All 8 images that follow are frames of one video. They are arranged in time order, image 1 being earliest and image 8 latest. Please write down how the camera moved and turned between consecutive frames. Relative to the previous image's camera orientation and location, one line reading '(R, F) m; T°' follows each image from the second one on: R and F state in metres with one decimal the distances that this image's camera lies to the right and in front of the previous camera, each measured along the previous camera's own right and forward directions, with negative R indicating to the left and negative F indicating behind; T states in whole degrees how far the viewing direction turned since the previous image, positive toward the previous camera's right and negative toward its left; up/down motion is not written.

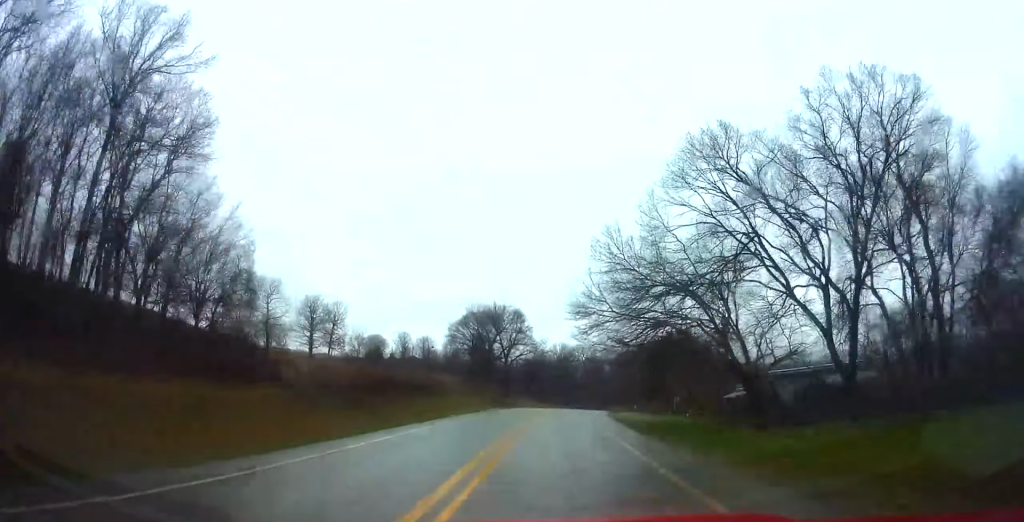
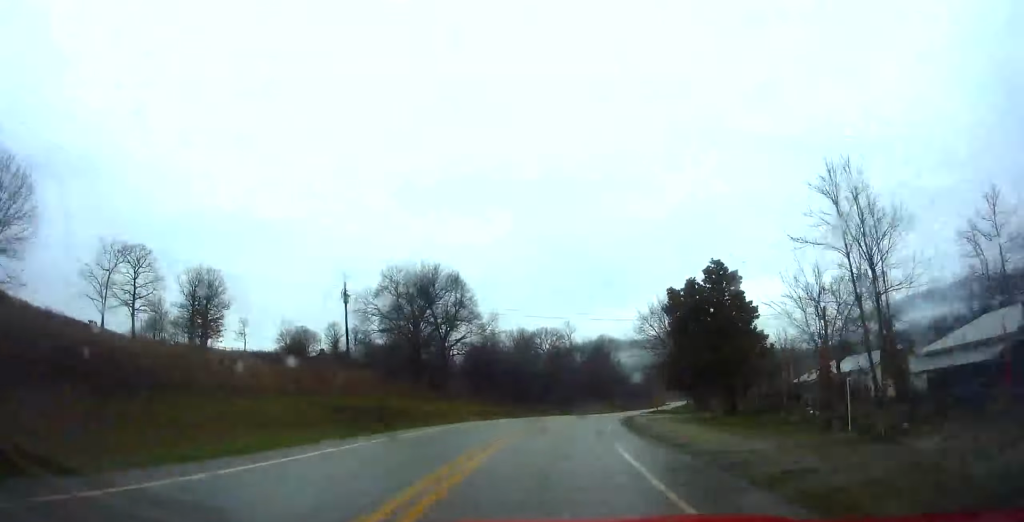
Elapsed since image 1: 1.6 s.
(-0.4, +40.7) m; +3°
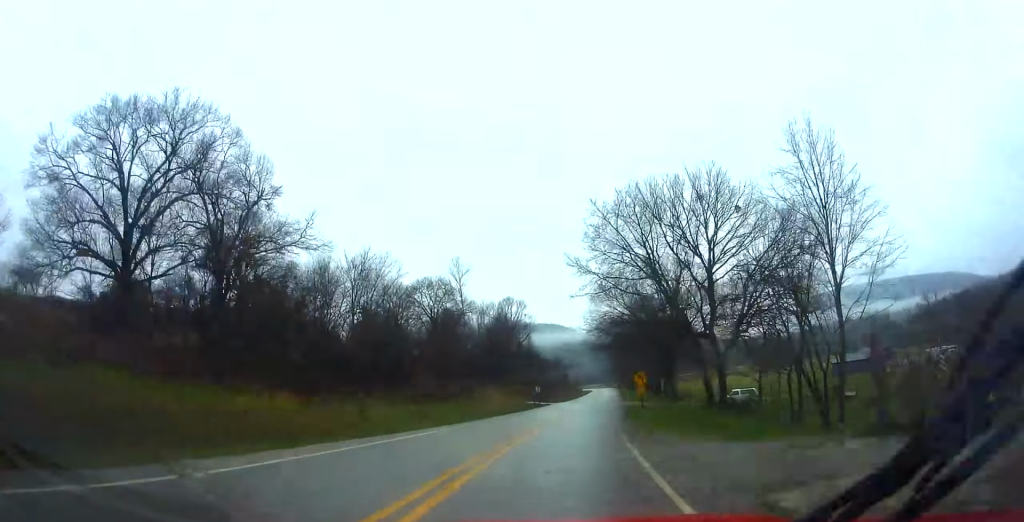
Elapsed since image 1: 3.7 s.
(+3.2, +53.0) m; +7°
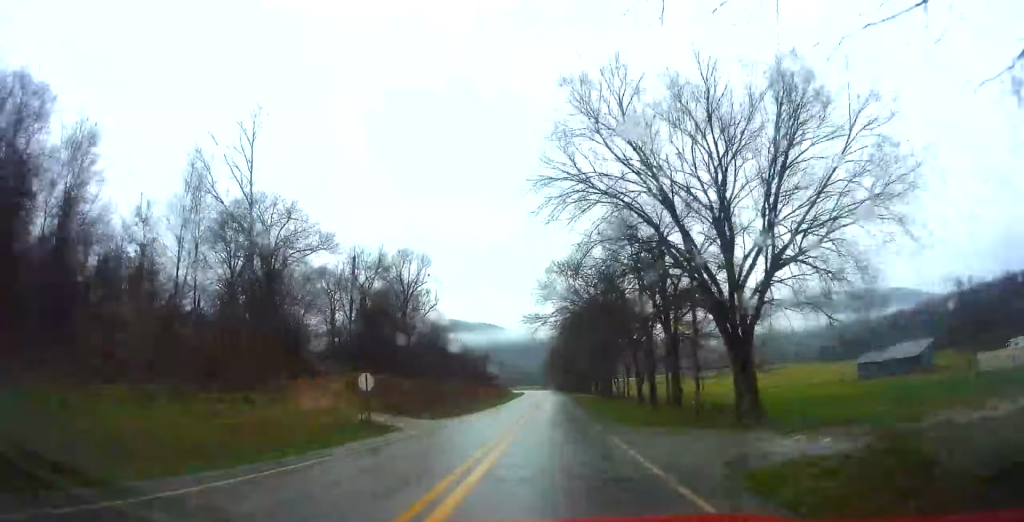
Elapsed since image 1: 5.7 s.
(+3.6, +50.5) m; +5°
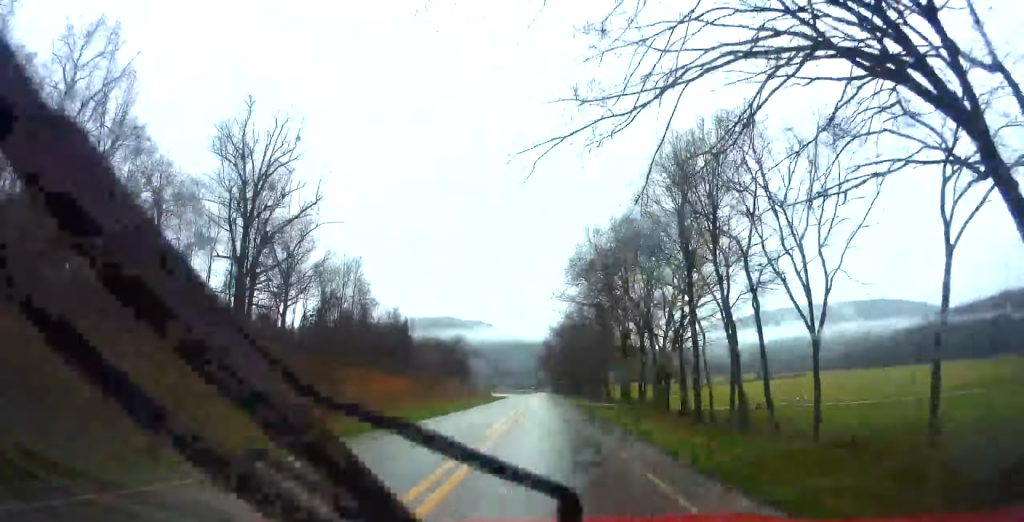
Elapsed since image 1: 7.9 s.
(+2.6, +56.1) m; +3°
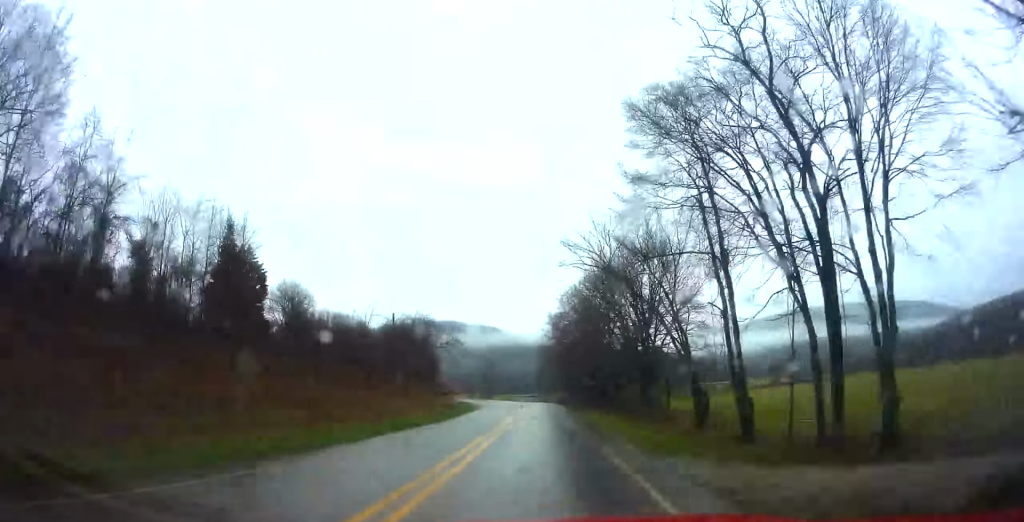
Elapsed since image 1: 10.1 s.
(+1.4, +56.3) m; -1°
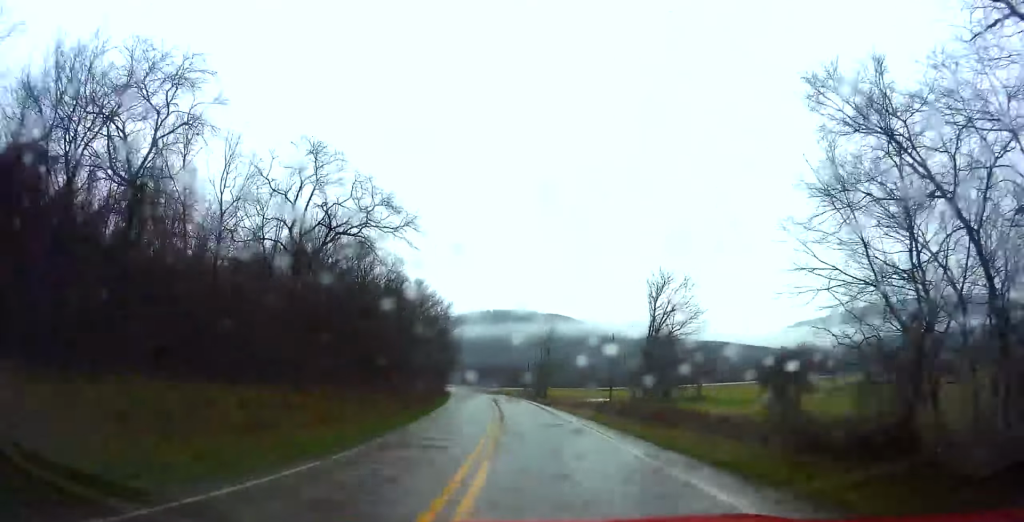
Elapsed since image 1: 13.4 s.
(-3.8, +84.1) m; -6°
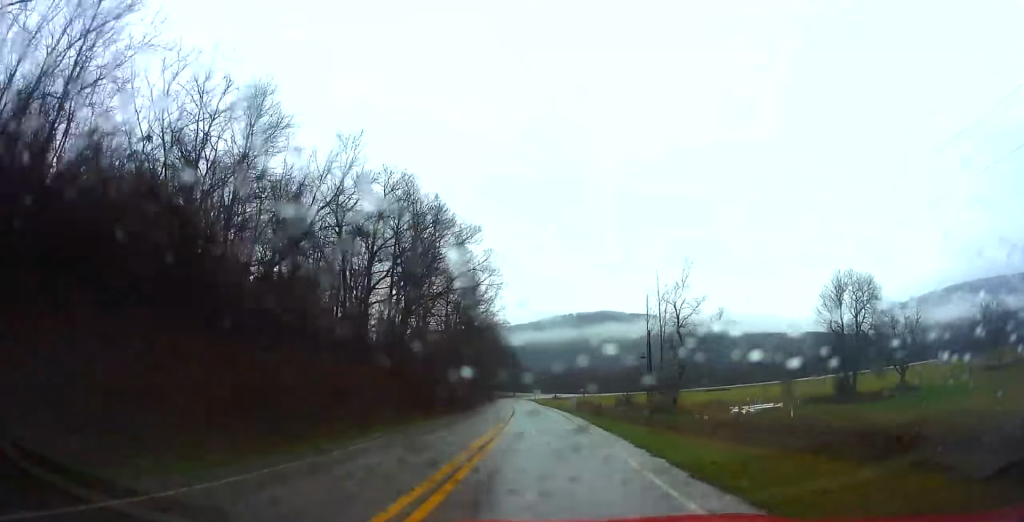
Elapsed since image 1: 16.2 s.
(-4.0, +70.1) m; -7°
